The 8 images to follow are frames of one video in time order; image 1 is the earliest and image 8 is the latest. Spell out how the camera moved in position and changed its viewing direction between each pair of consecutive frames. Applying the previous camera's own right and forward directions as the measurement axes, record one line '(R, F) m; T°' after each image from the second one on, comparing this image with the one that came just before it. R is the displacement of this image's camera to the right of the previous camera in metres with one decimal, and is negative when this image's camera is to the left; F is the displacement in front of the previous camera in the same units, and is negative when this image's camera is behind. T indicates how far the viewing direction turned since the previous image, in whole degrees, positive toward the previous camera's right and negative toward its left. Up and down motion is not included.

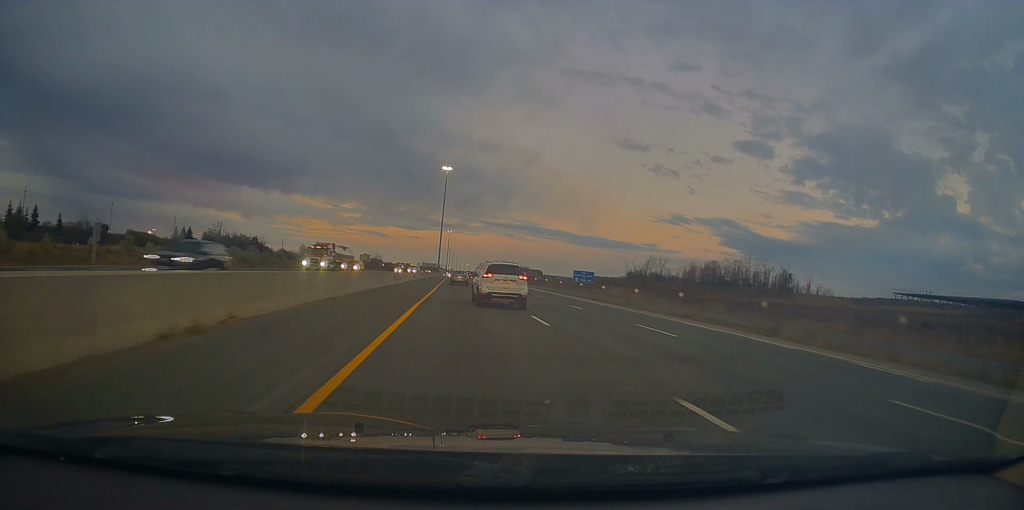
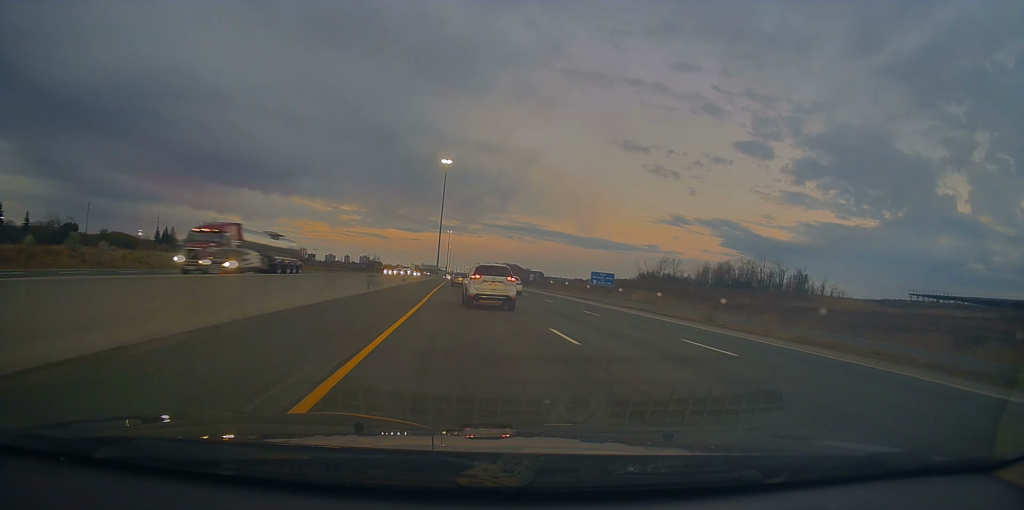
(0.0, +15.7) m; 0°
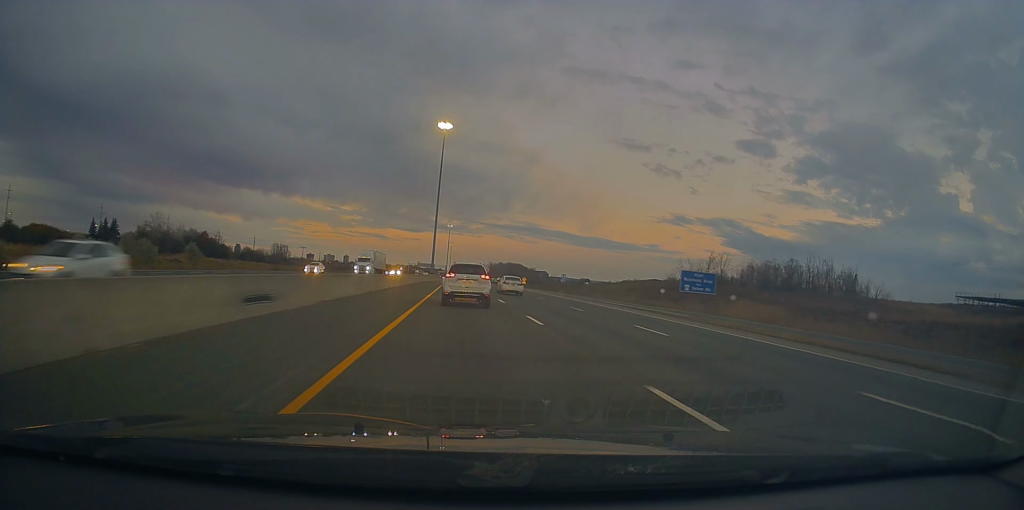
(0.0, +44.0) m; 0°
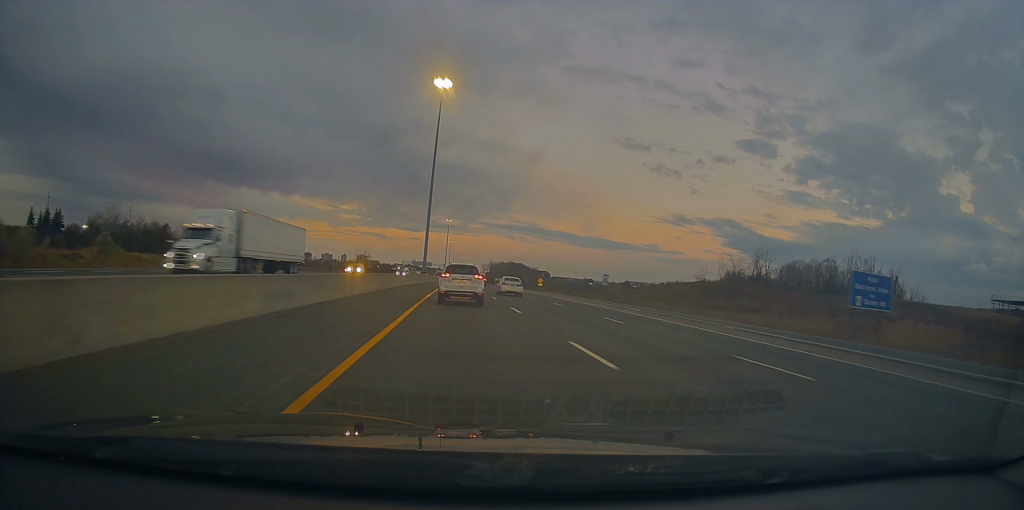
(+0.1, +31.0) m; 0°
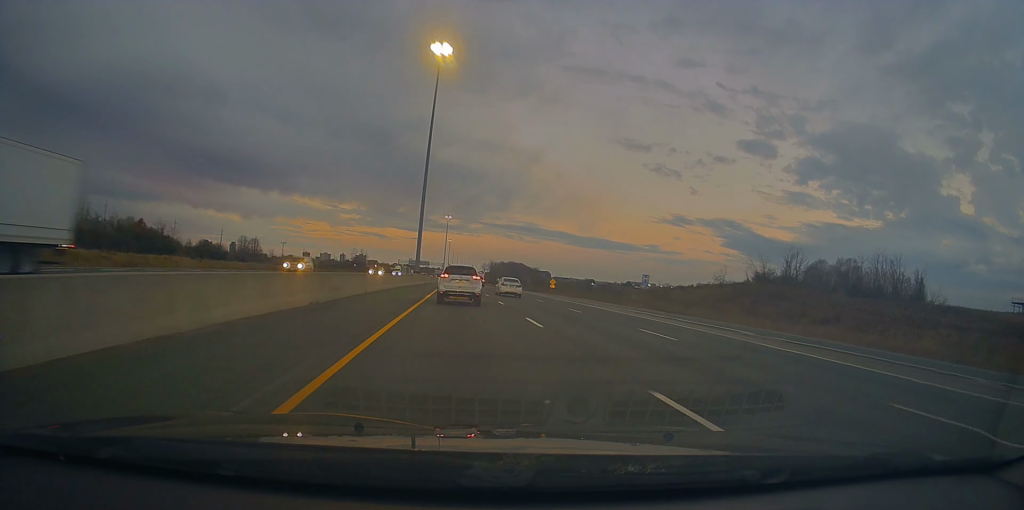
(+0.2, +16.9) m; 0°
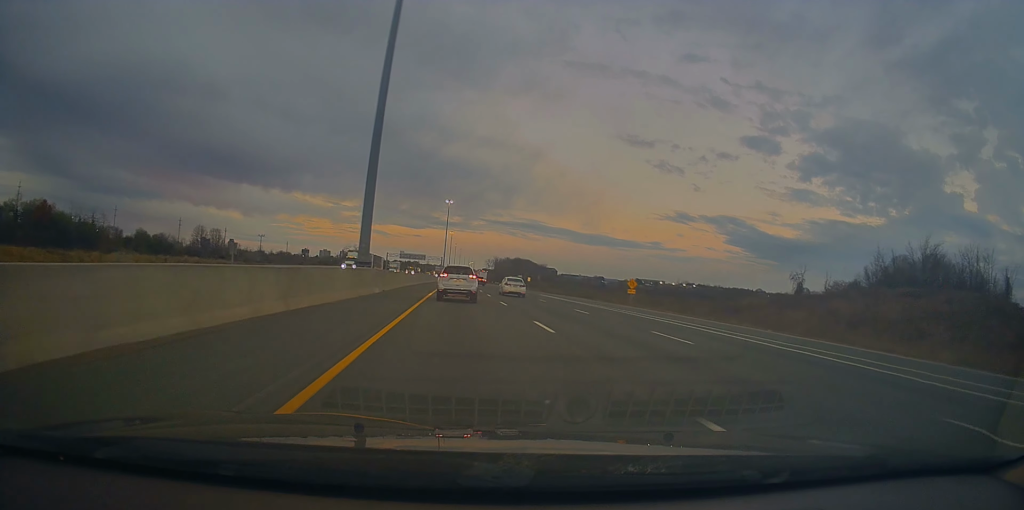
(-0.7, +49.0) m; -1°
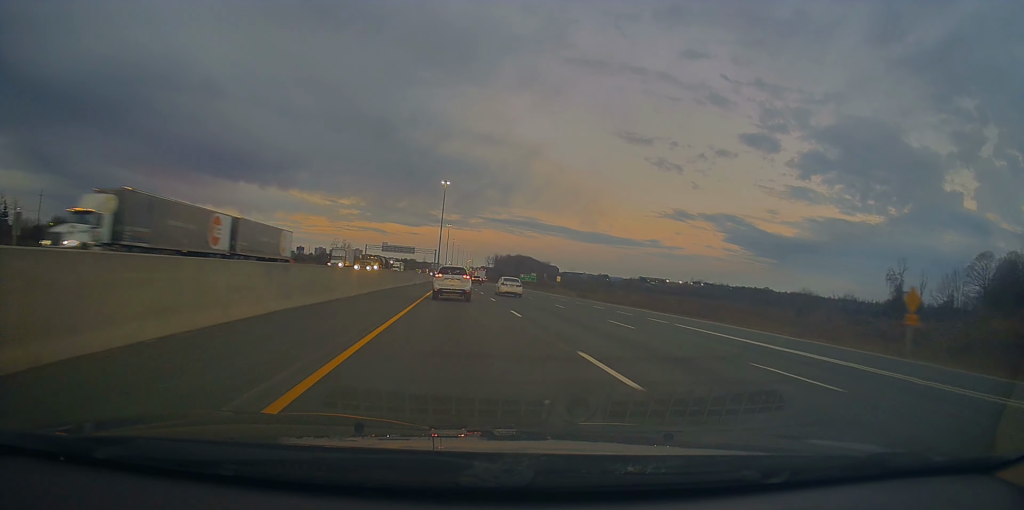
(+0.1, +42.4) m; 0°
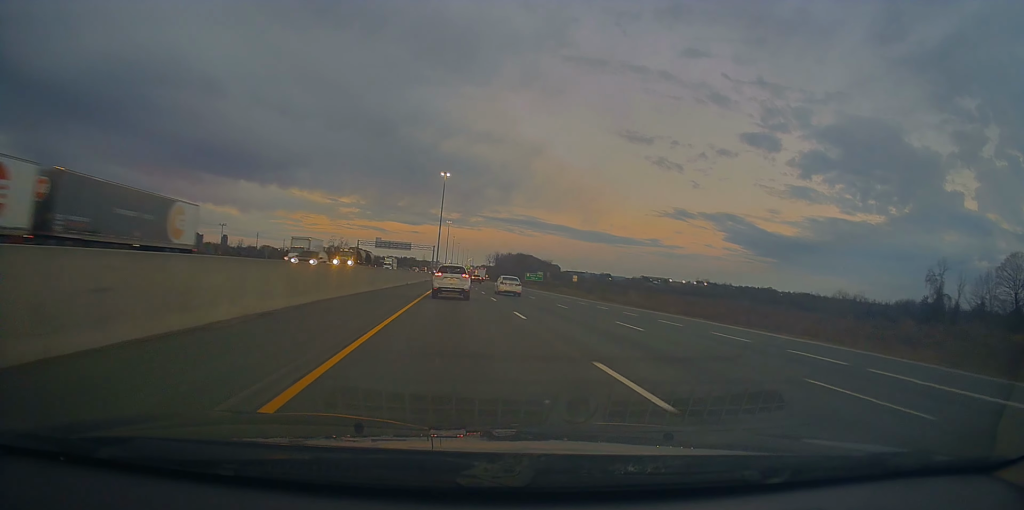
(0.0, +13.2) m; 0°
